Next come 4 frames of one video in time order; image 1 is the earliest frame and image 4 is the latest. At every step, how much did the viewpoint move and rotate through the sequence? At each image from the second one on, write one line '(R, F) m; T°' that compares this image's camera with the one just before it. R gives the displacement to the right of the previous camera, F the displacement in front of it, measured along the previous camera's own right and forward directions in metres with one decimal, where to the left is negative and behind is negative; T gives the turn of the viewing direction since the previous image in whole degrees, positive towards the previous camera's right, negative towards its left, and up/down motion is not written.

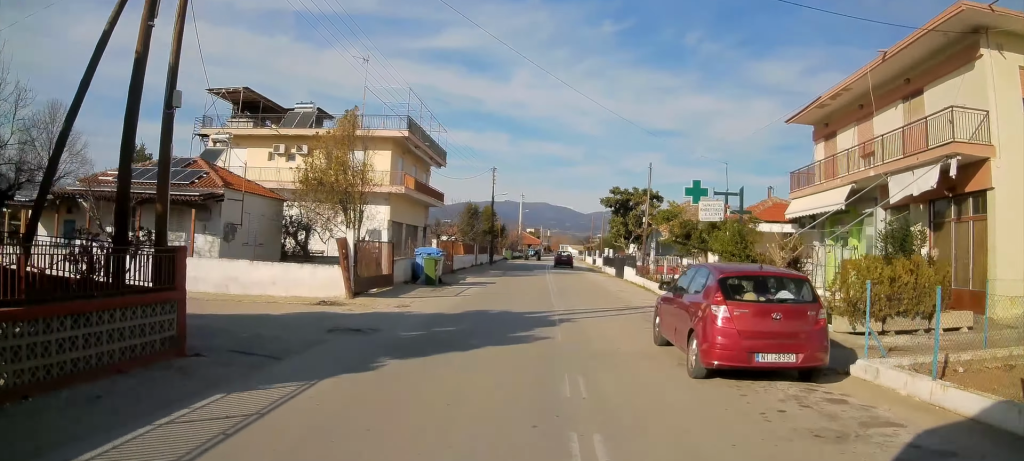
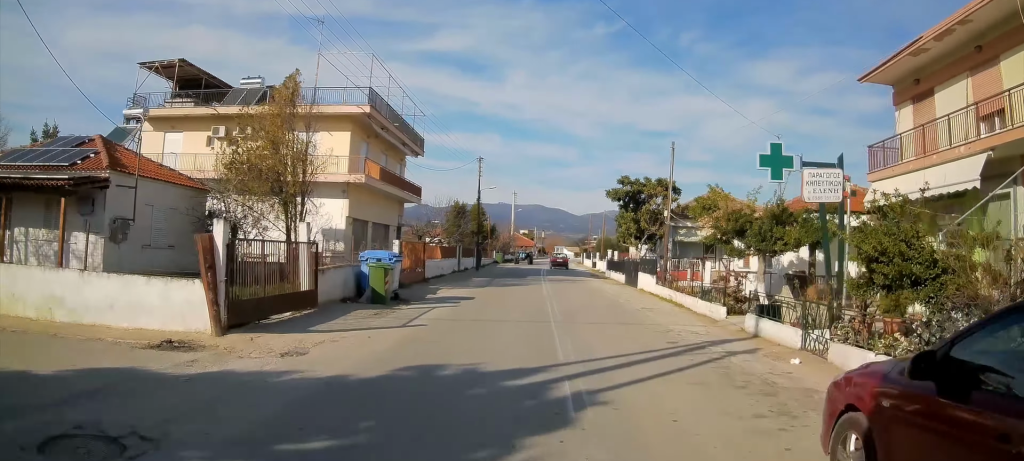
(0.0, +6.8) m; +1°
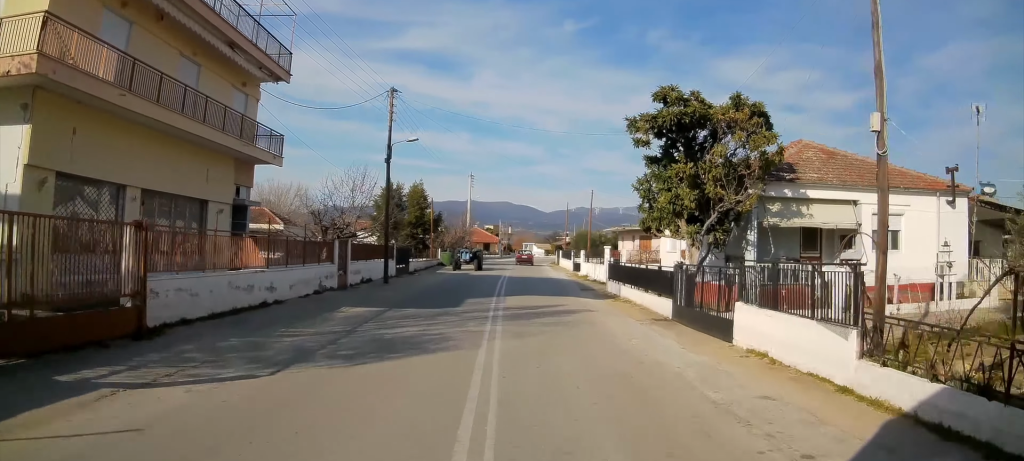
(+0.2, +18.2) m; +1°
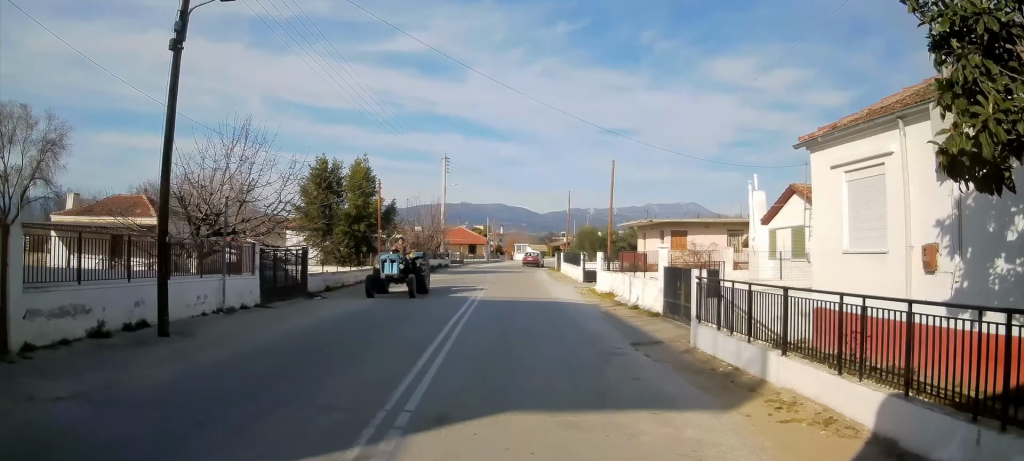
(+0.4, +15.1) m; +2°
